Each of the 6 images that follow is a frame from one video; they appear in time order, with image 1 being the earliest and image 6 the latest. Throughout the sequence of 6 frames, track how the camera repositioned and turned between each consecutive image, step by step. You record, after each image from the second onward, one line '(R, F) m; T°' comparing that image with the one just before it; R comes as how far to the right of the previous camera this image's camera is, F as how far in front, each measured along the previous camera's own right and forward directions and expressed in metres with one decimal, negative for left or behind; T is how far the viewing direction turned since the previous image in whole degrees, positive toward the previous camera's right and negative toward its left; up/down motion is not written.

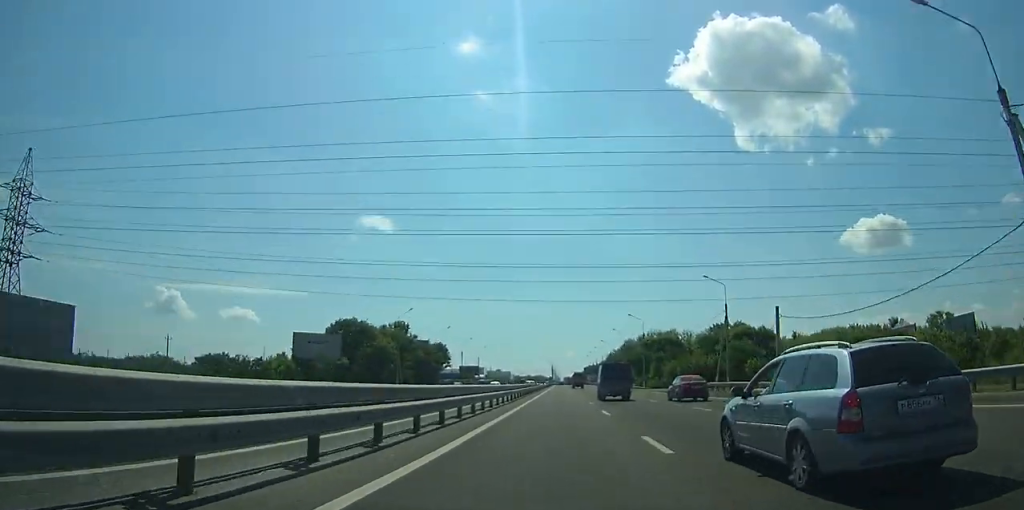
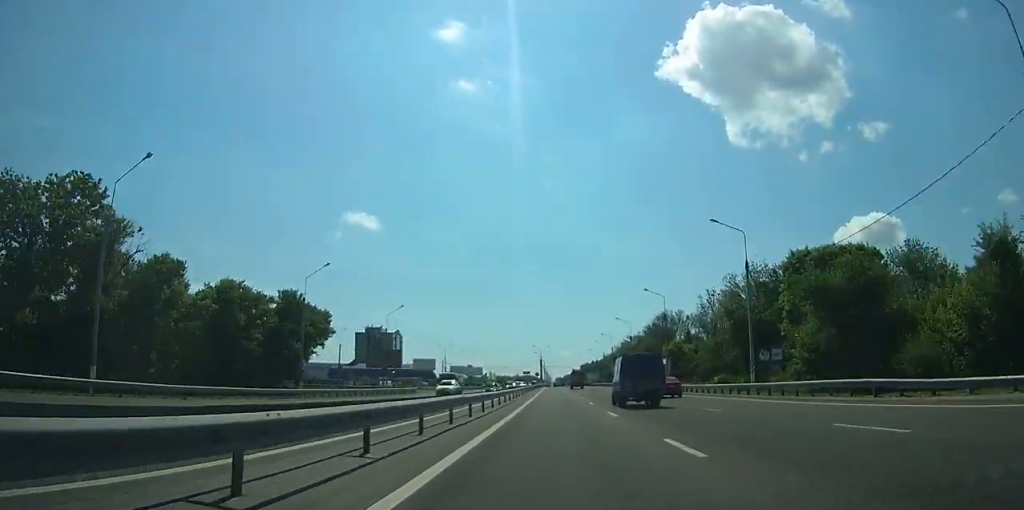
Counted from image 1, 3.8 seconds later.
(+0.3, +84.1) m; 0°
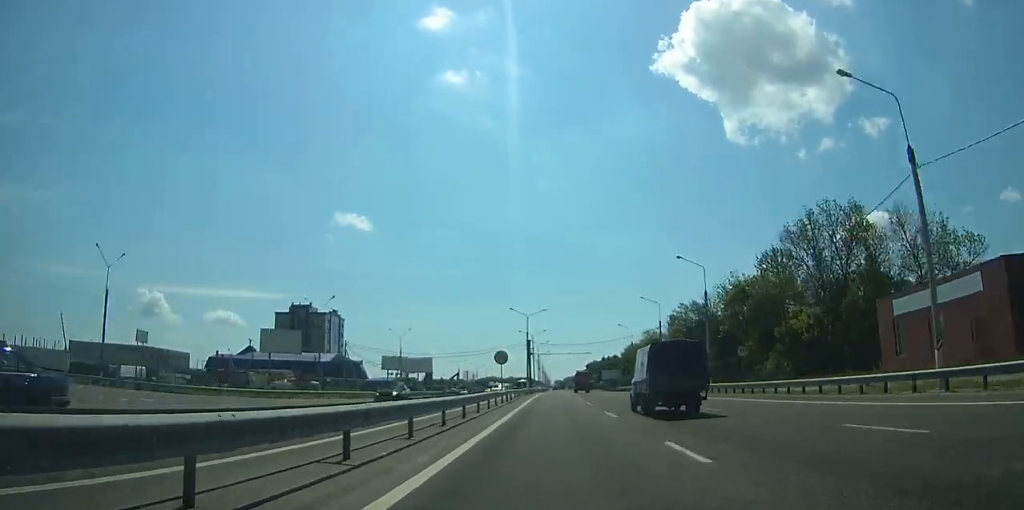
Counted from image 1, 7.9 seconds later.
(+0.3, +87.7) m; 0°
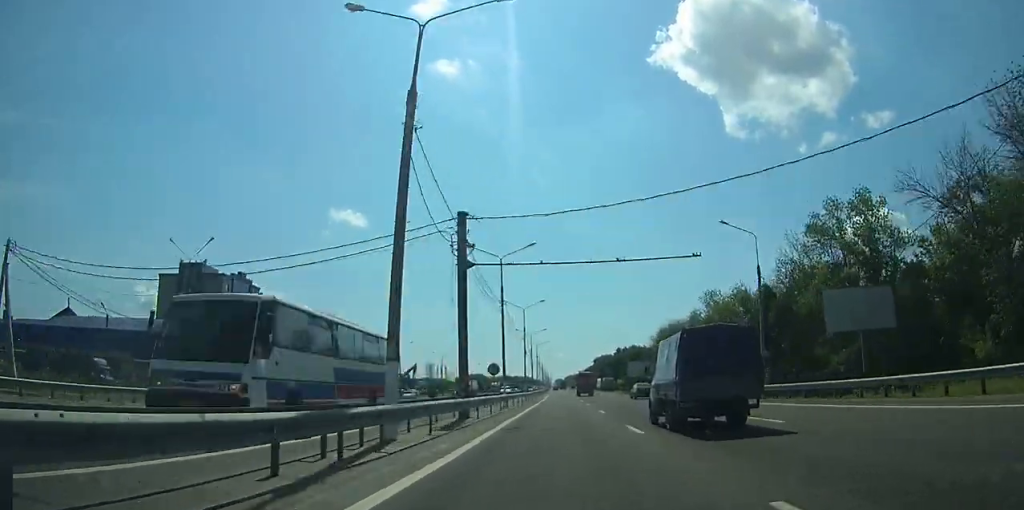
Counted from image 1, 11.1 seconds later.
(+0.1, +65.0) m; 0°
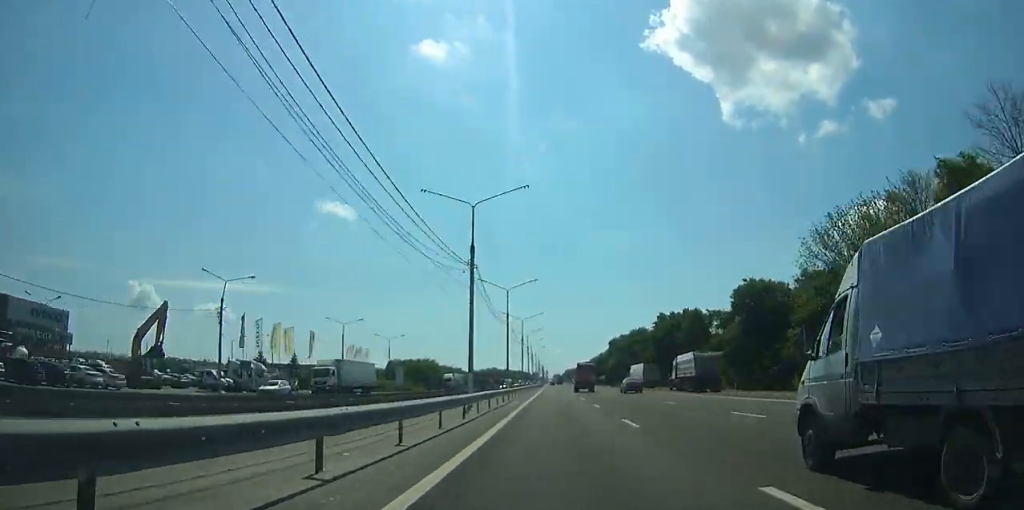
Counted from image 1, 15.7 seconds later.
(0.0, +89.4) m; 0°
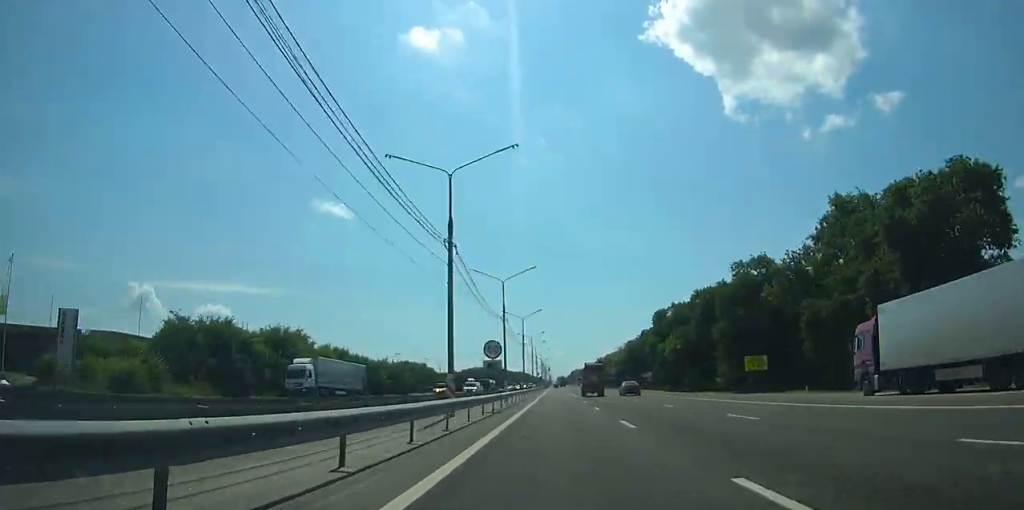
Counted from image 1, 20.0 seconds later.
(-0.2, +84.0) m; 0°
